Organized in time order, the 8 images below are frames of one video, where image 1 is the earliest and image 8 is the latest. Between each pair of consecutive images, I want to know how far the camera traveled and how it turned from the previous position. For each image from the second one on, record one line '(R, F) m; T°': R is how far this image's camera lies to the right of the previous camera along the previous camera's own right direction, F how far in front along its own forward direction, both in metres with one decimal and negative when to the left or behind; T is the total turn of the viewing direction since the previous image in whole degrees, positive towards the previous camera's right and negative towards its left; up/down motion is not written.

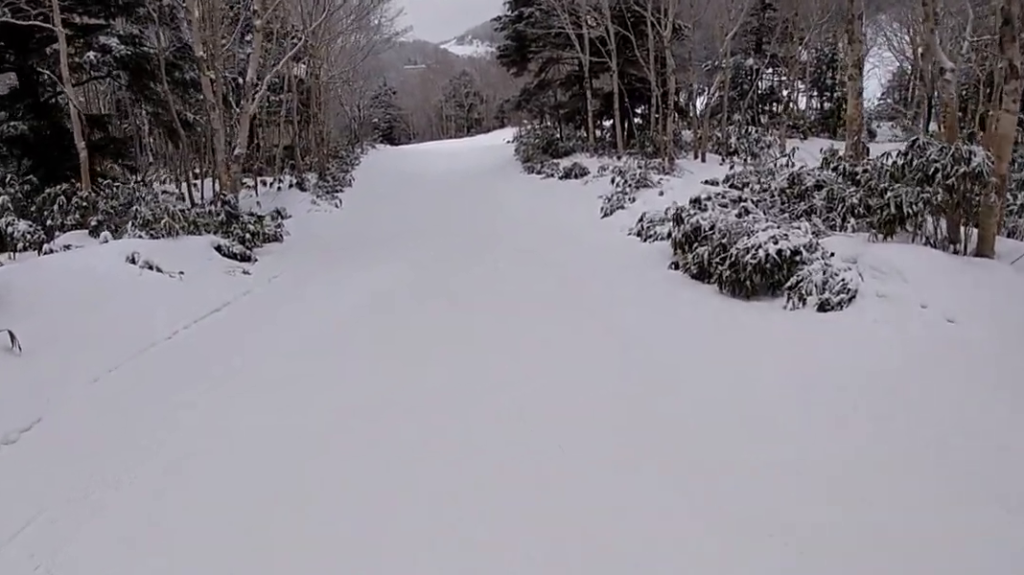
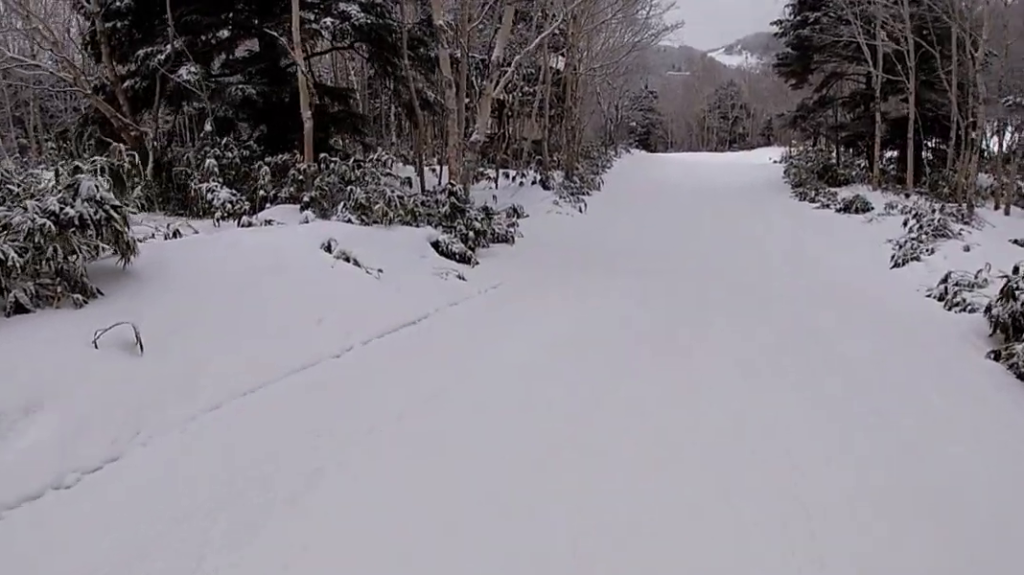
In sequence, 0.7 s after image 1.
(-0.6, +1.9) m; -13°
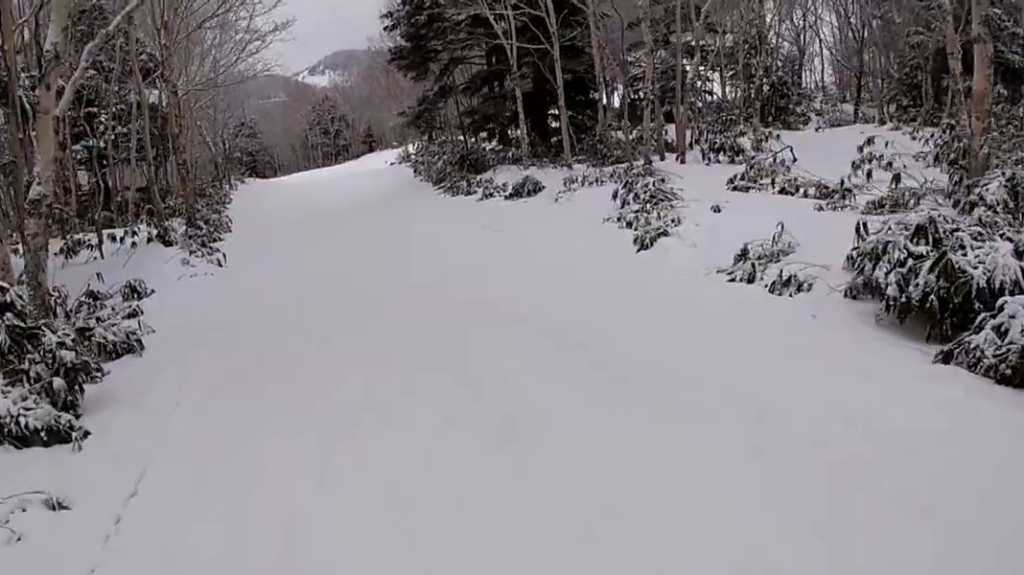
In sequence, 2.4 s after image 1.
(+1.7, +5.7) m; +24°
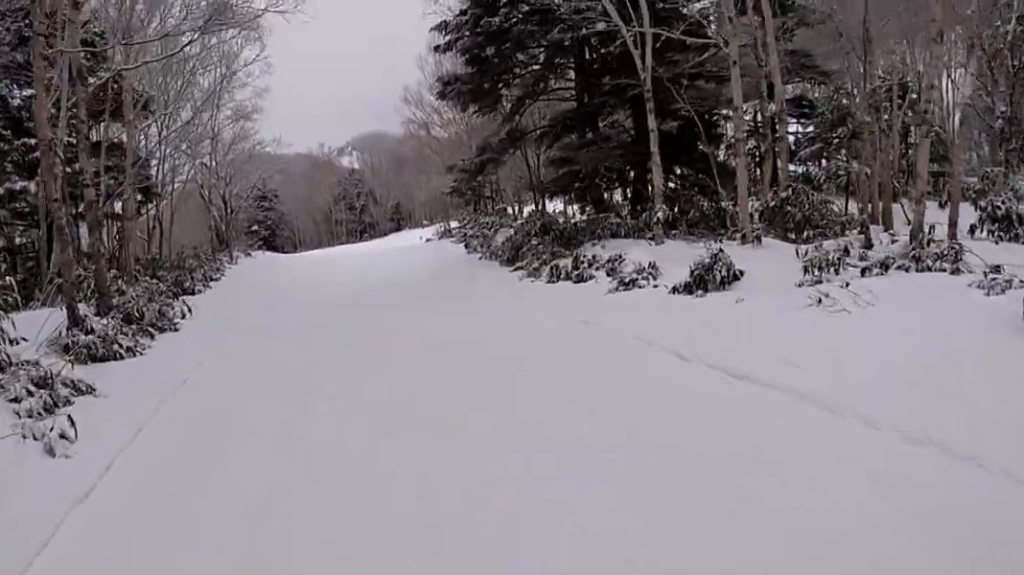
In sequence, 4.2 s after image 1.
(+1.7, +9.4) m; +11°
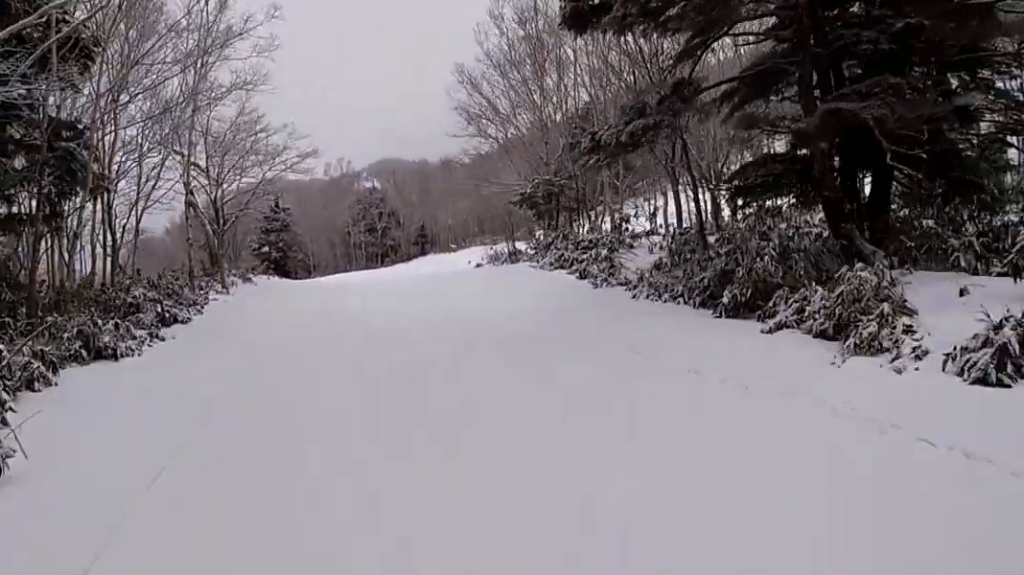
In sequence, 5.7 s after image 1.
(-1.3, +9.1) m; -8°
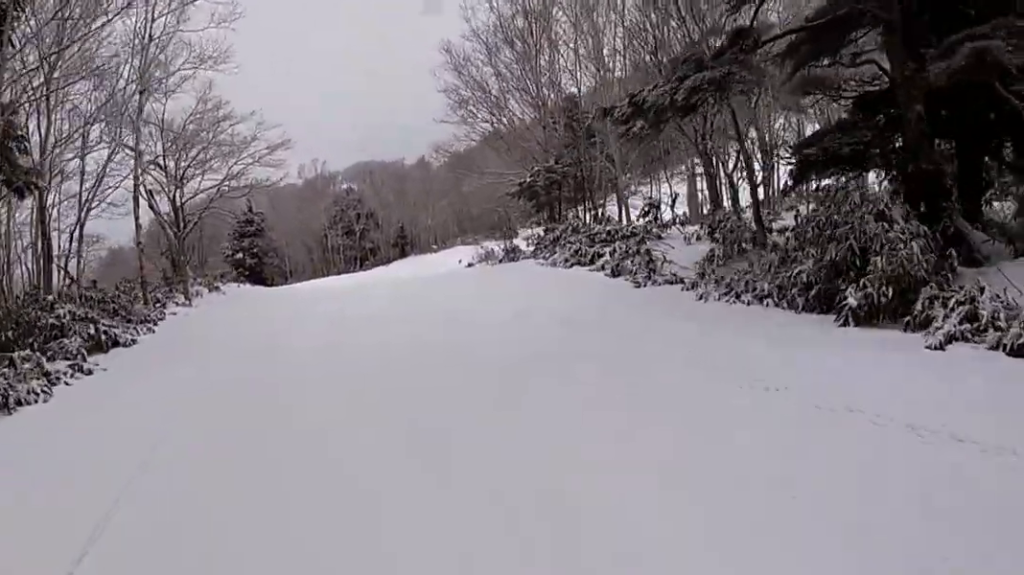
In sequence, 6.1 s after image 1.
(+0.4, +2.9) m; 0°
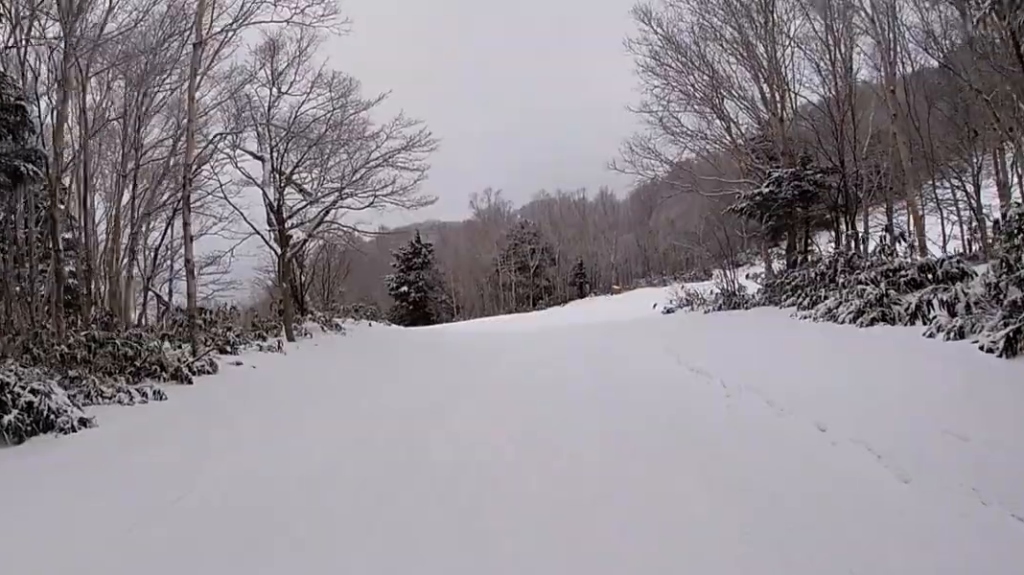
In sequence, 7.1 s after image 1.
(-0.2, +5.8) m; -1°
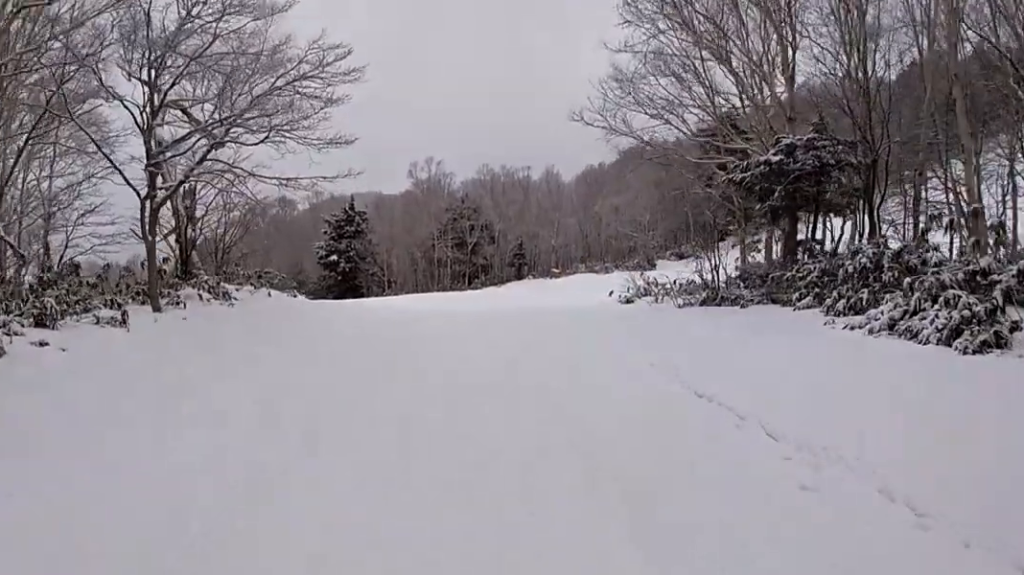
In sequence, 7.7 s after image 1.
(-0.2, +3.2) m; +3°
